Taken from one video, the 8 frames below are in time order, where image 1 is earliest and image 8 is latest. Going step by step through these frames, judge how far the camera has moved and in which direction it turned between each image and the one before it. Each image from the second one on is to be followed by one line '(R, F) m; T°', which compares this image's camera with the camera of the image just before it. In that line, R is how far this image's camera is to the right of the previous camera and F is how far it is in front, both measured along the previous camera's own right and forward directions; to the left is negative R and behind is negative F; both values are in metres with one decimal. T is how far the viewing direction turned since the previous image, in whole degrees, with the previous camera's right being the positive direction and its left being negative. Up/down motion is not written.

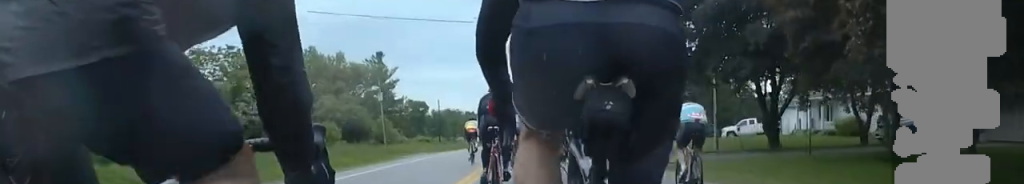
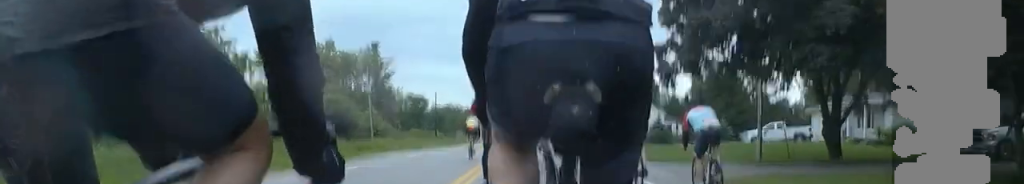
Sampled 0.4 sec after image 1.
(-0.2, +5.6) m; -2°
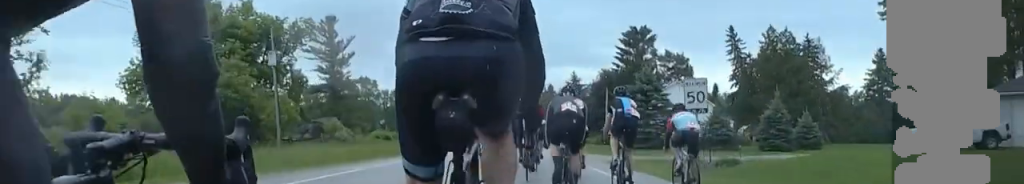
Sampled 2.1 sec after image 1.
(-0.1, +21.0) m; 0°
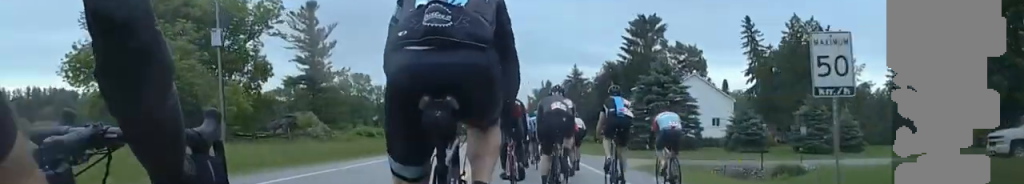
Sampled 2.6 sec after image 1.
(0.0, +6.4) m; 0°
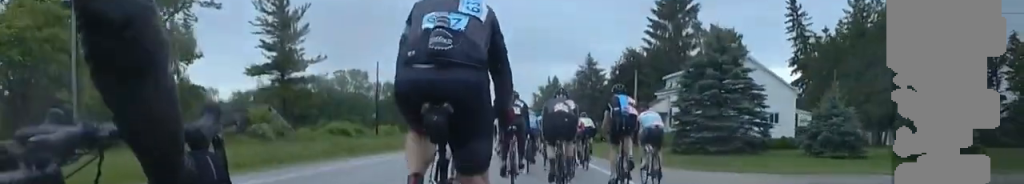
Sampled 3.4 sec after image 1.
(0.0, +10.6) m; 0°
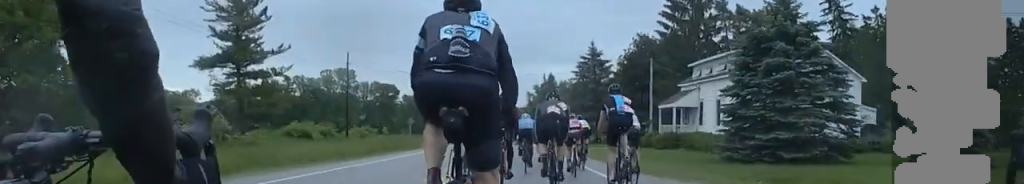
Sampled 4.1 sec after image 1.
(0.0, +8.5) m; -3°
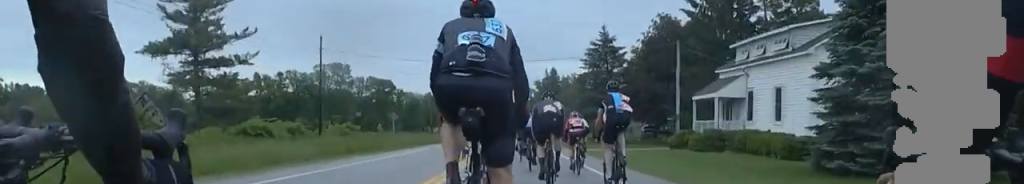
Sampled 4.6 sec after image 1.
(-0.1, +7.2) m; -2°
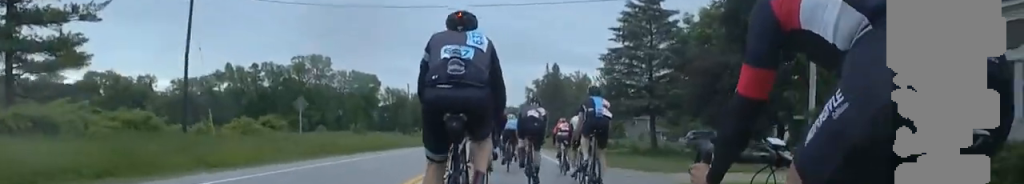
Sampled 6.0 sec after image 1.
(-0.2, +17.2) m; -2°
